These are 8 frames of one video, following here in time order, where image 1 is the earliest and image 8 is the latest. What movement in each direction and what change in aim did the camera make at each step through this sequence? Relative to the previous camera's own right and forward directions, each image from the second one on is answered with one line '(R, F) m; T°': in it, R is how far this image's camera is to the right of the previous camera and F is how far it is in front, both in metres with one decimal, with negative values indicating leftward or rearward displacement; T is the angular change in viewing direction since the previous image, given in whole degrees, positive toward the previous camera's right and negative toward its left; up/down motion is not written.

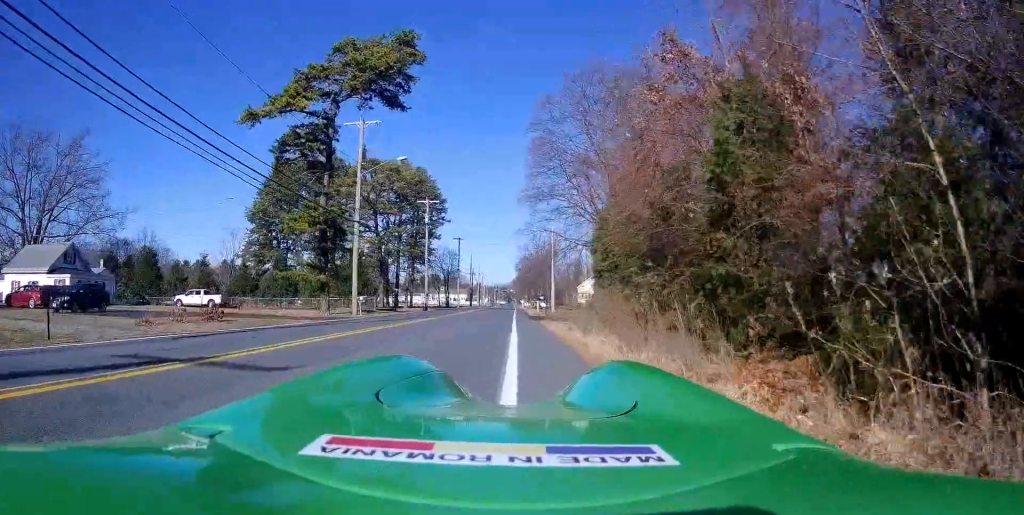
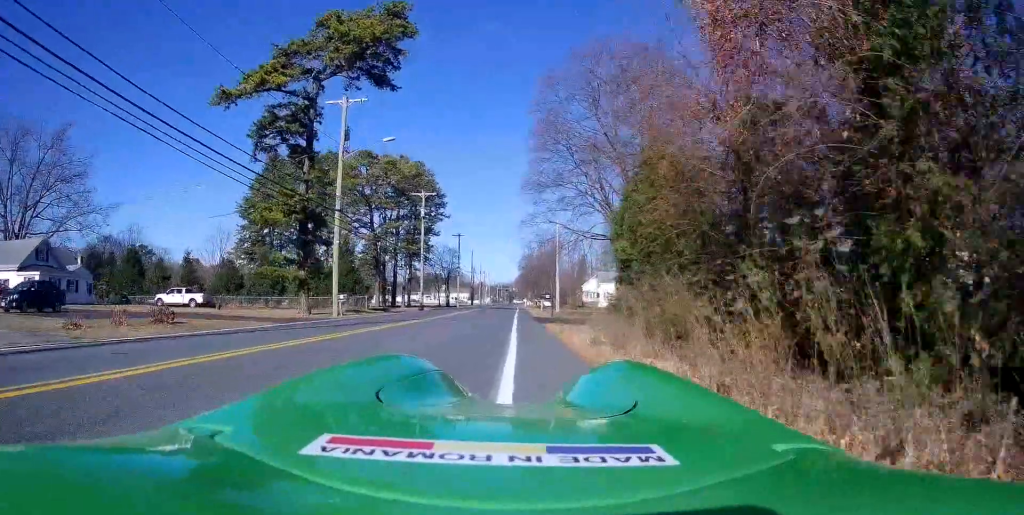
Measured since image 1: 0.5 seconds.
(-0.1, +4.1) m; 0°
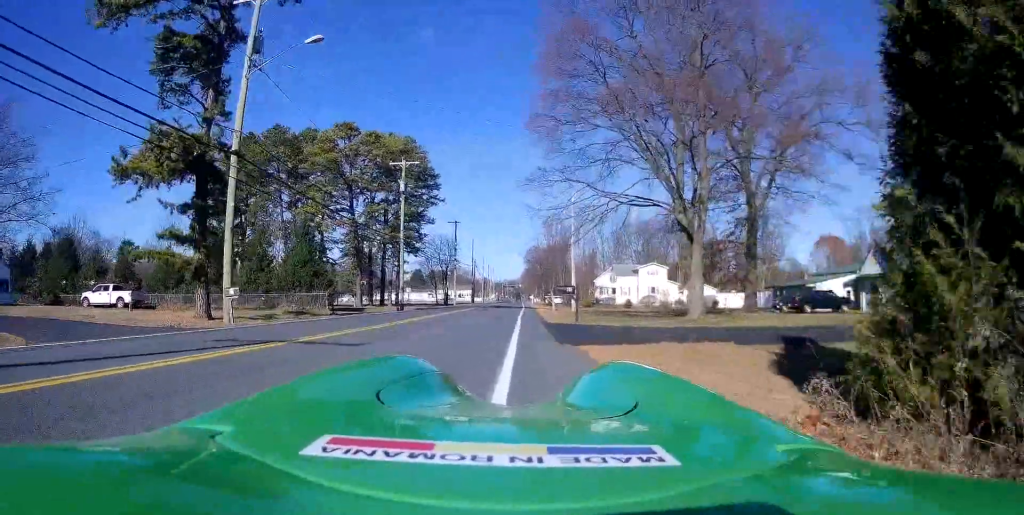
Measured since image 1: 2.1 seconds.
(0.0, +12.2) m; 0°
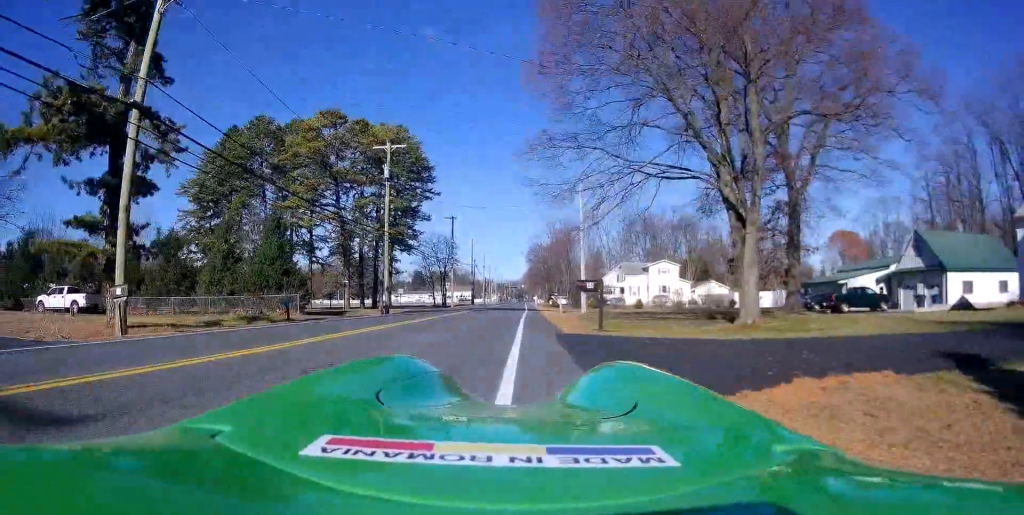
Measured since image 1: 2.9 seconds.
(0.0, +6.1) m; 0°
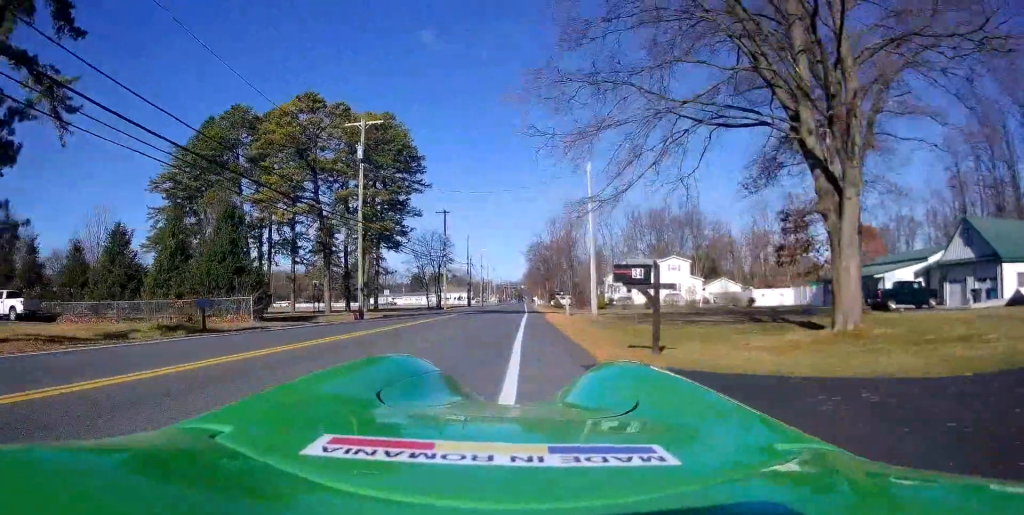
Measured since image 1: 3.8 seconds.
(0.0, +6.3) m; 0°
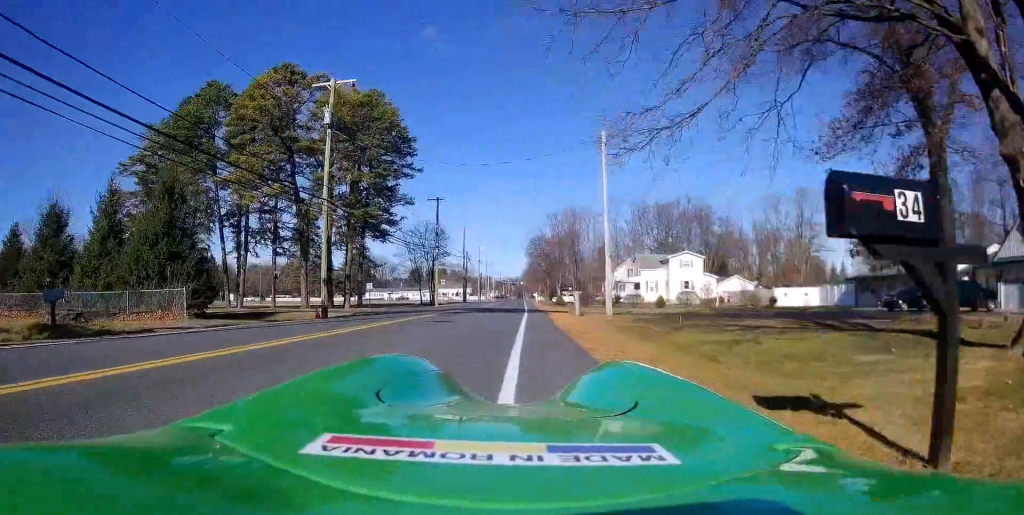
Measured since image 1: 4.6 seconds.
(0.0, +6.3) m; +2°
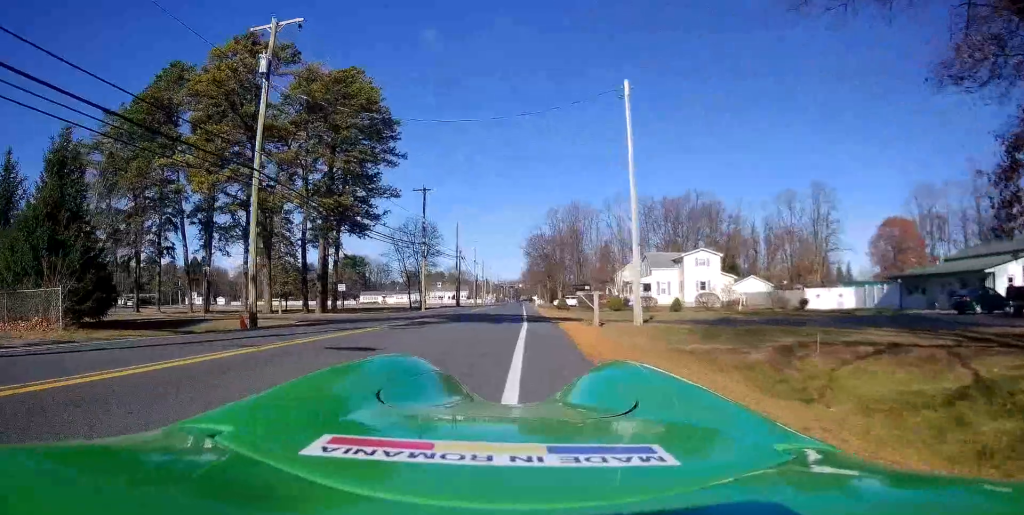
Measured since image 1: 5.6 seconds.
(+0.2, +7.4) m; -1°
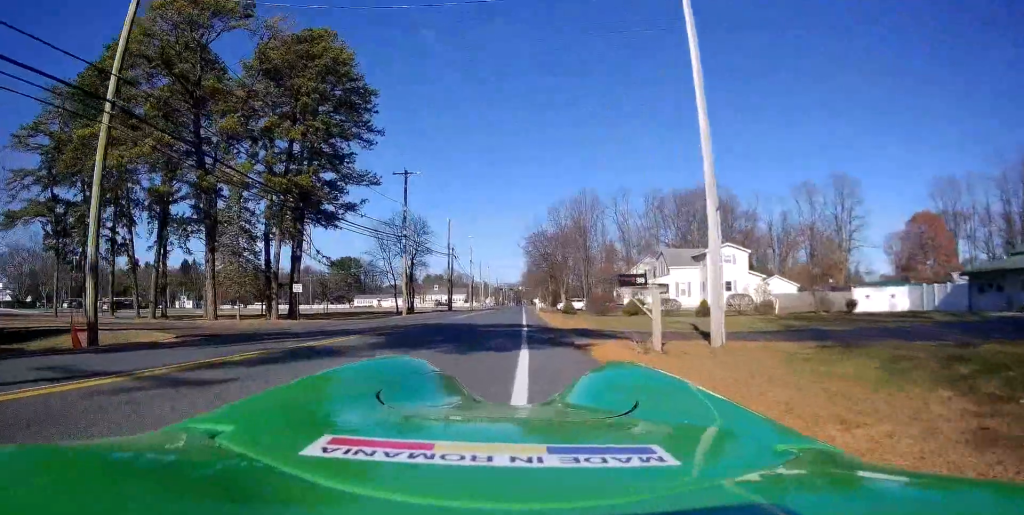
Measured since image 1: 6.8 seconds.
(-0.6, +8.4) m; -6°
